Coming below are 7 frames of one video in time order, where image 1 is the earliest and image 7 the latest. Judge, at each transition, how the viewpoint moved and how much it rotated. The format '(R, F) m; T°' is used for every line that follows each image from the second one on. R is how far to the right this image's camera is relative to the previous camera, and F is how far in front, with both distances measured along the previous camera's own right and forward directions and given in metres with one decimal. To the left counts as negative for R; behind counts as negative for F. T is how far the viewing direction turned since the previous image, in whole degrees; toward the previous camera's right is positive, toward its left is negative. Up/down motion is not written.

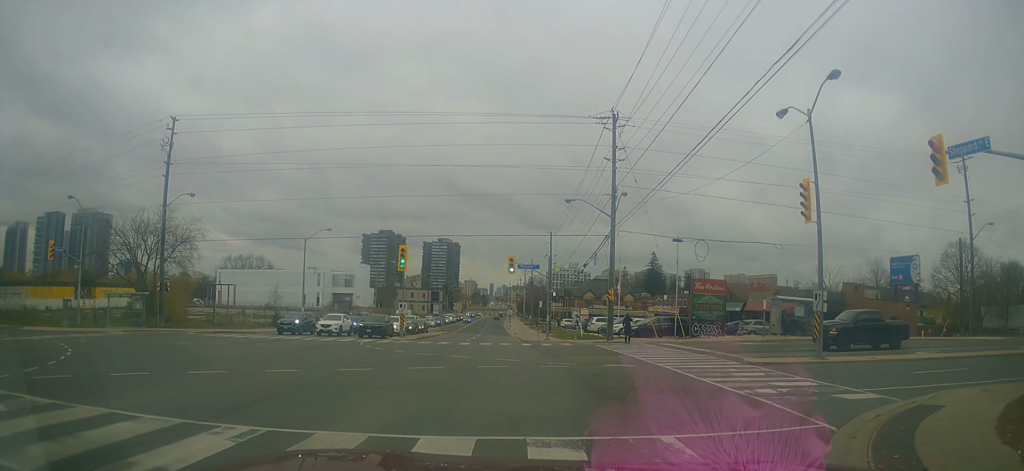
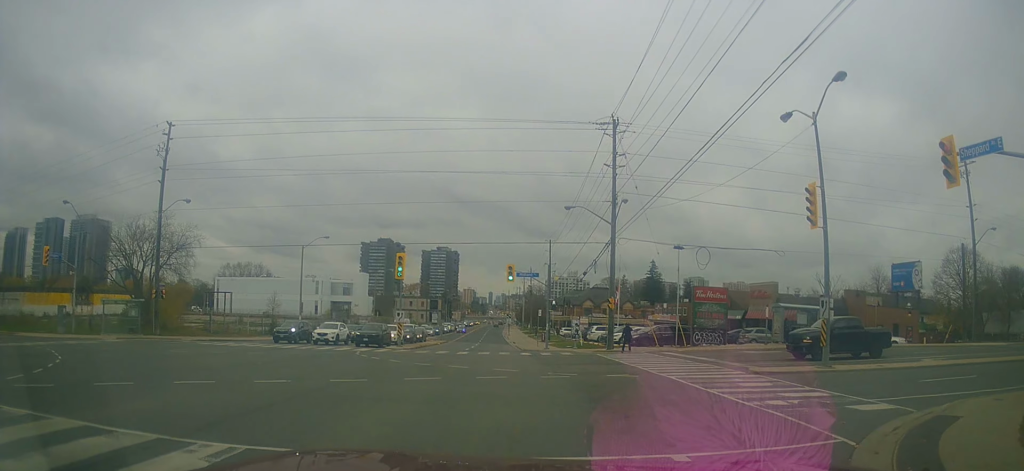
(0.0, +0.2) m; 0°
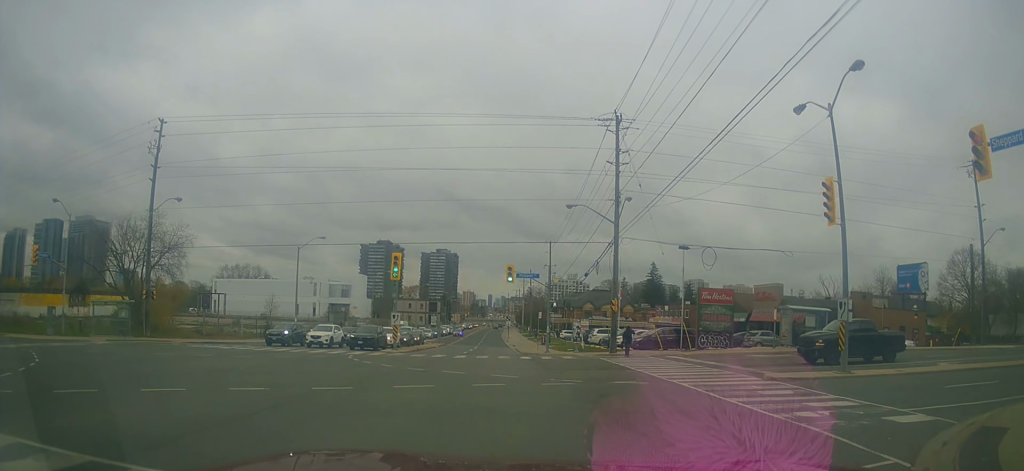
(0.0, +0.8) m; 0°
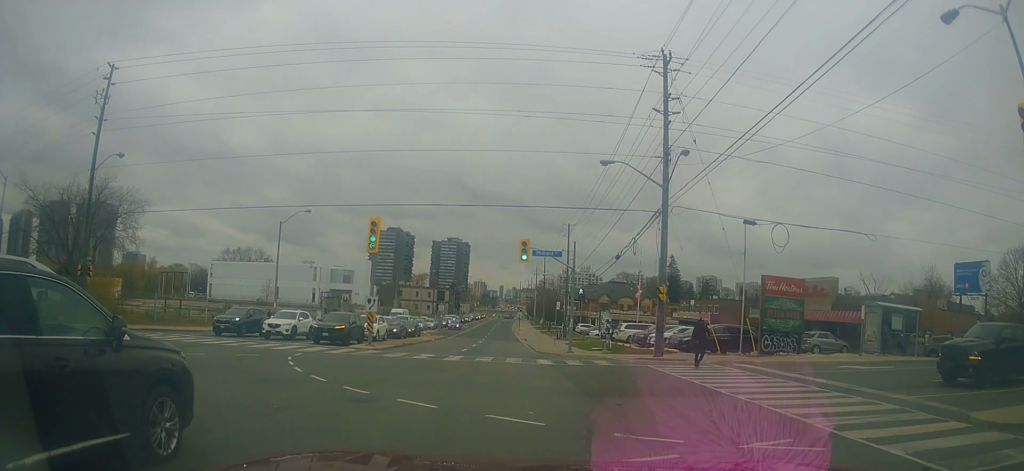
(-0.3, +7.0) m; -2°
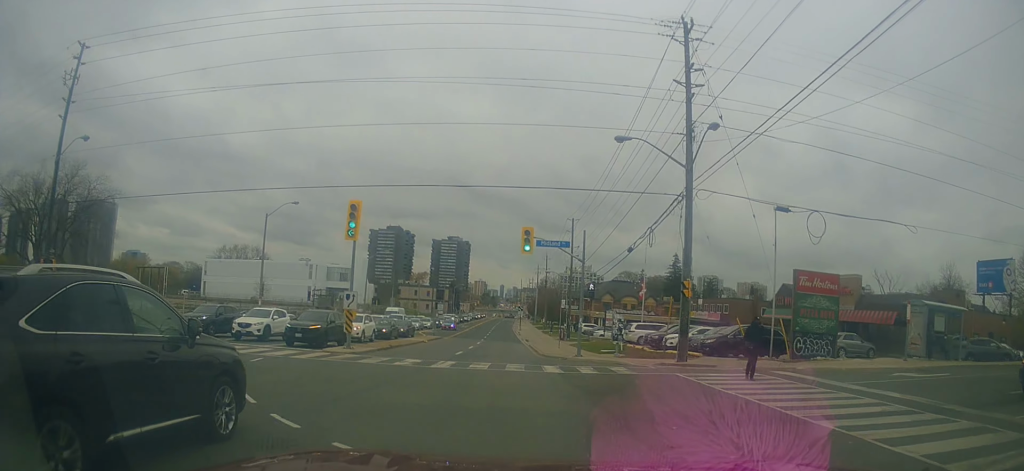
(-0.2, +3.2) m; +2°
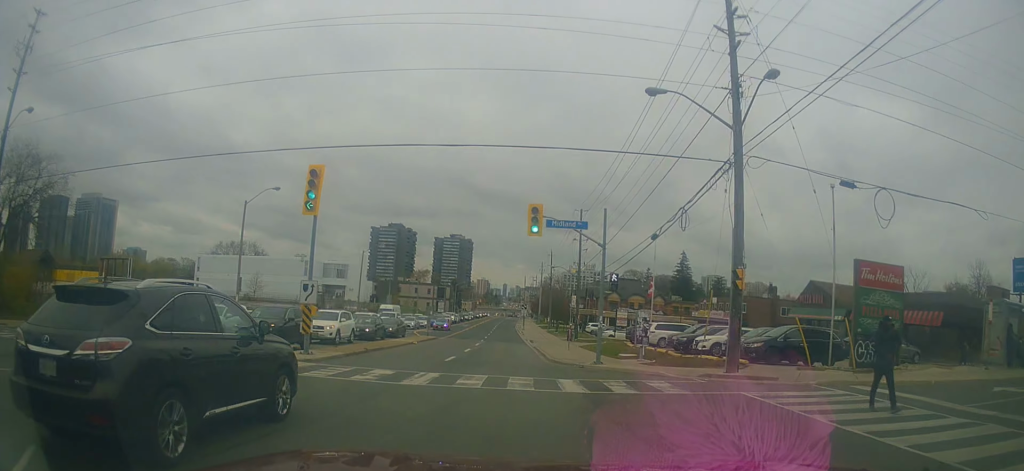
(+0.4, +4.9) m; -1°
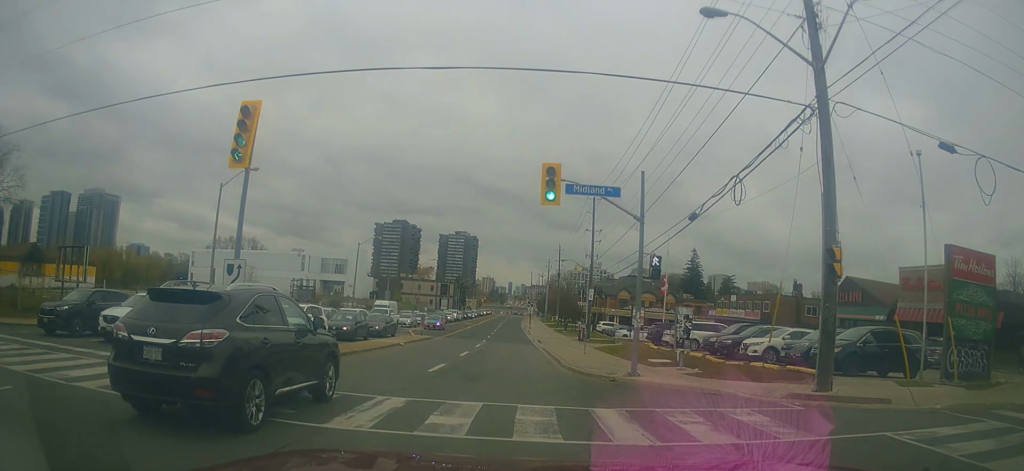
(-0.1, +5.3) m; -1°
